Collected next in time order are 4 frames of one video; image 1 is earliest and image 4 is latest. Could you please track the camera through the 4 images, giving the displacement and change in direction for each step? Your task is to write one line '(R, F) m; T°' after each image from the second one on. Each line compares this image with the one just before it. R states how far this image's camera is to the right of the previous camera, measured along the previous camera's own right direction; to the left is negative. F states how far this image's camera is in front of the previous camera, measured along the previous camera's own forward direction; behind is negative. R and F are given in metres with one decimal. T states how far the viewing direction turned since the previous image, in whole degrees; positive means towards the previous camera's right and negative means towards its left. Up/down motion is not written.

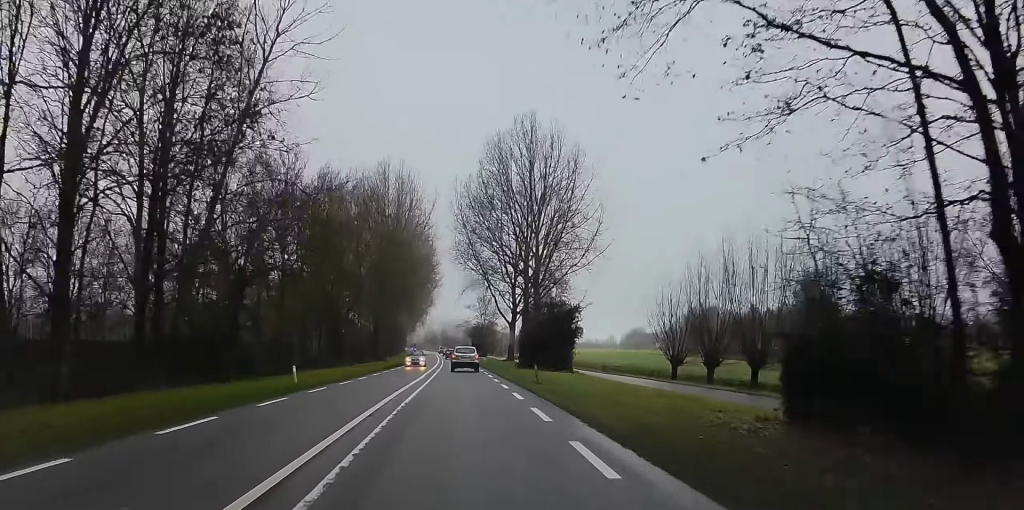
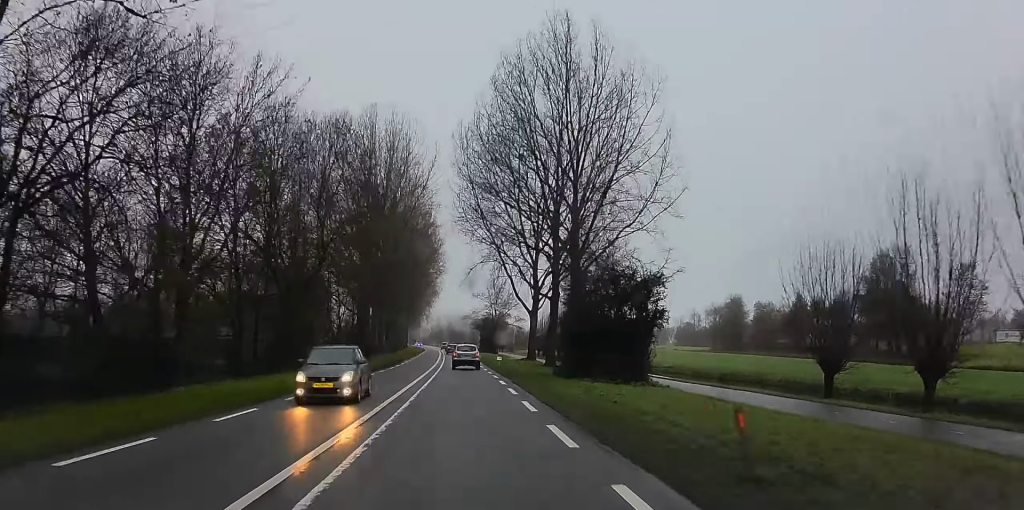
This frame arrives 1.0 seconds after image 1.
(-0.2, +20.9) m; 0°
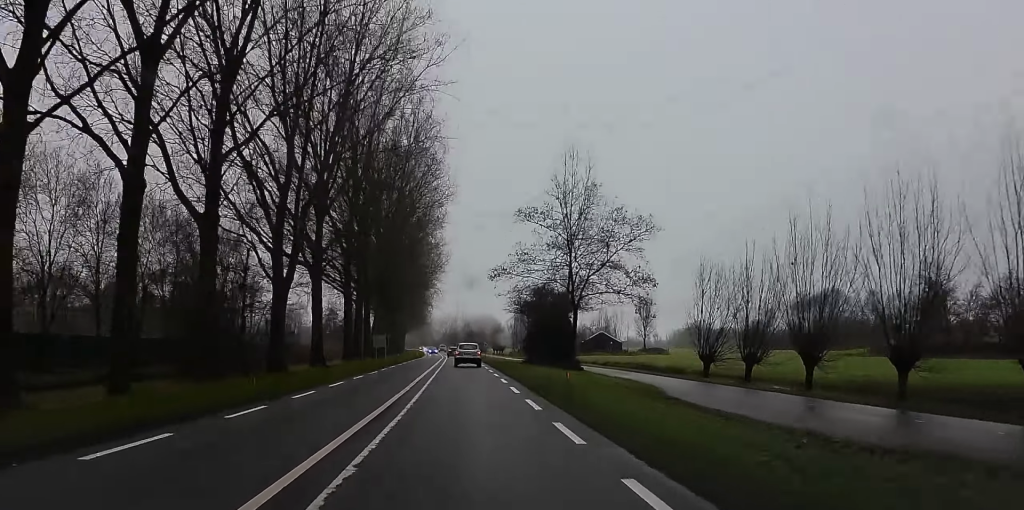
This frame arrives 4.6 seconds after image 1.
(-0.7, +77.6) m; +3°
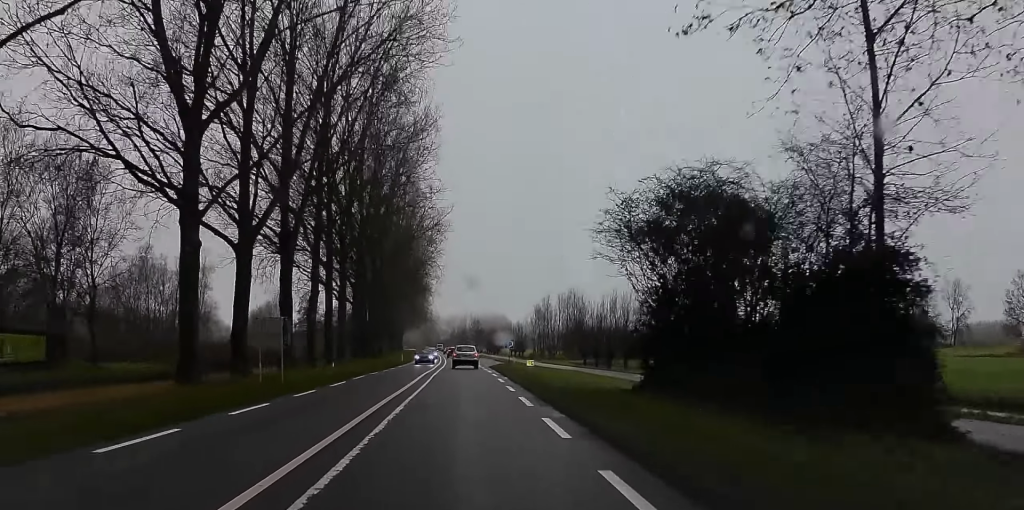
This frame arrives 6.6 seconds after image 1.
(+0.3, +41.1) m; -3°
